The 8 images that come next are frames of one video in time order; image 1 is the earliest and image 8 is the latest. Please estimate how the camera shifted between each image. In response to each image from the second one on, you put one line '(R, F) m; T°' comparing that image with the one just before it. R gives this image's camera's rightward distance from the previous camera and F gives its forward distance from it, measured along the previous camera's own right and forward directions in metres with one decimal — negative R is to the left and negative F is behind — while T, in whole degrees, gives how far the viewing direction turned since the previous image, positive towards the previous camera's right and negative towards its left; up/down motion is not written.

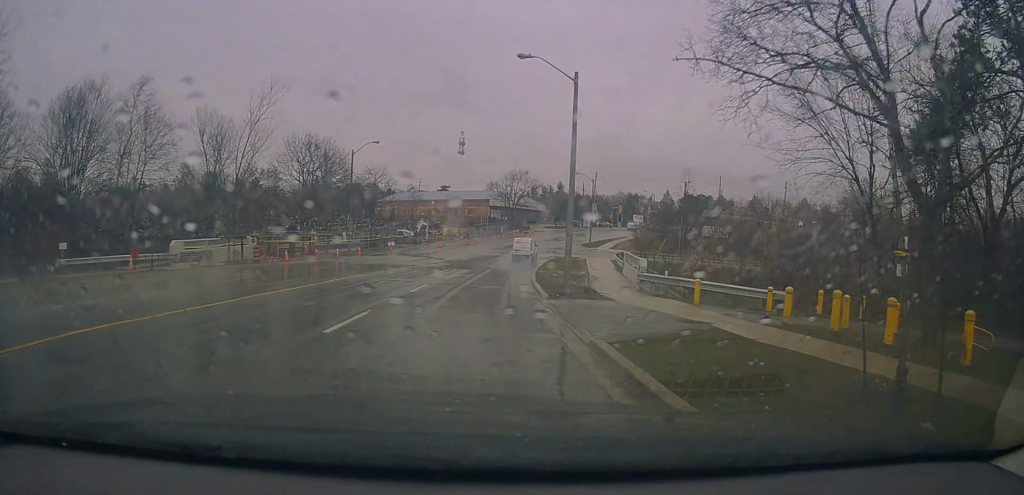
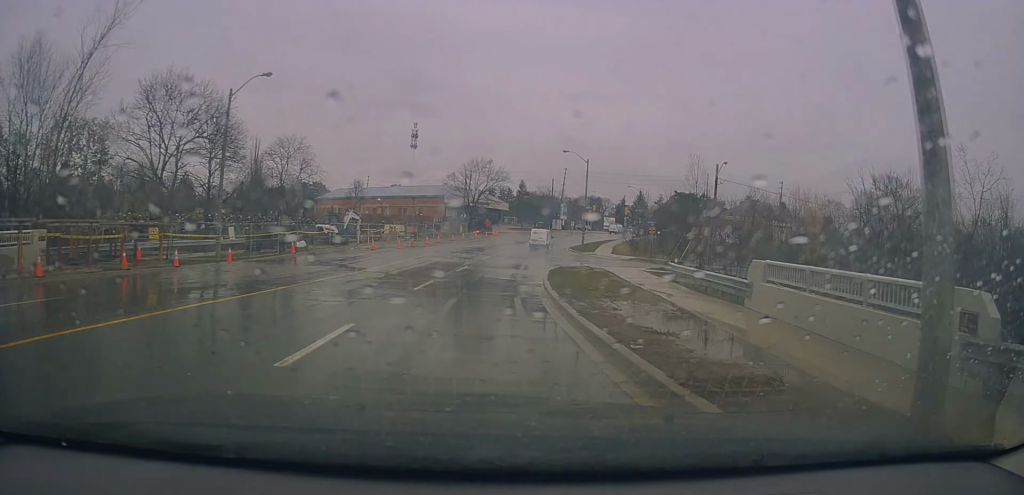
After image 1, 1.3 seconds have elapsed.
(+0.5, +20.3) m; +3°
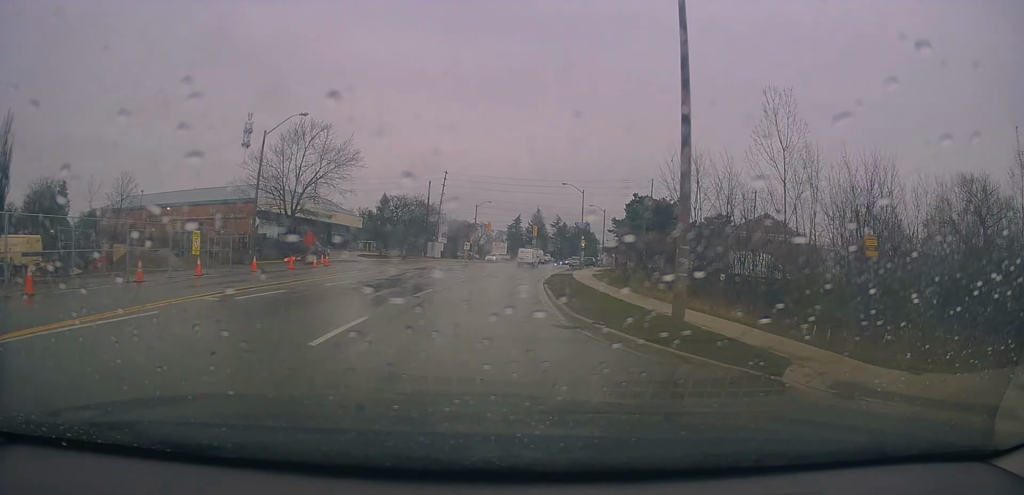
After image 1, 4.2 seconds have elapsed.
(+5.0, +44.1) m; +14°
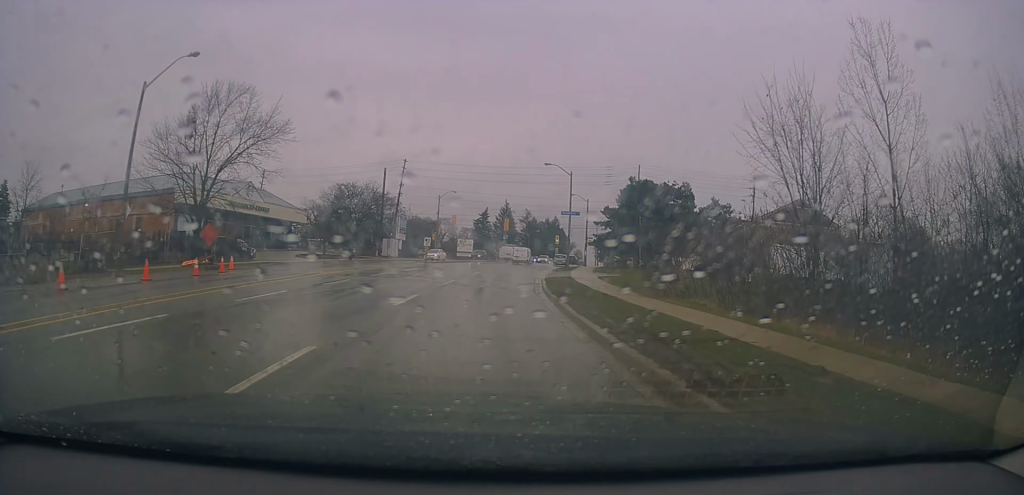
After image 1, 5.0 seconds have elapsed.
(+0.5, +12.4) m; +5°
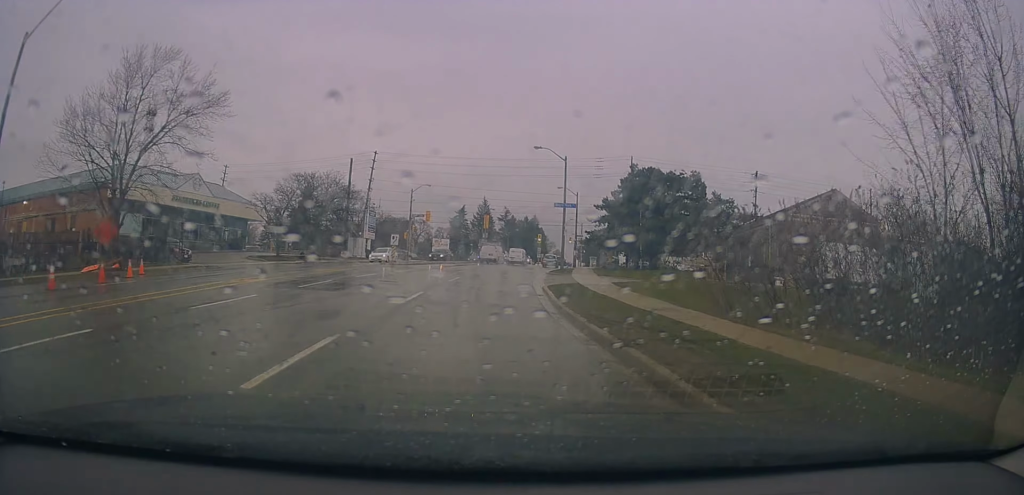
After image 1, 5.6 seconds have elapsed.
(+0.2, +8.2) m; +3°
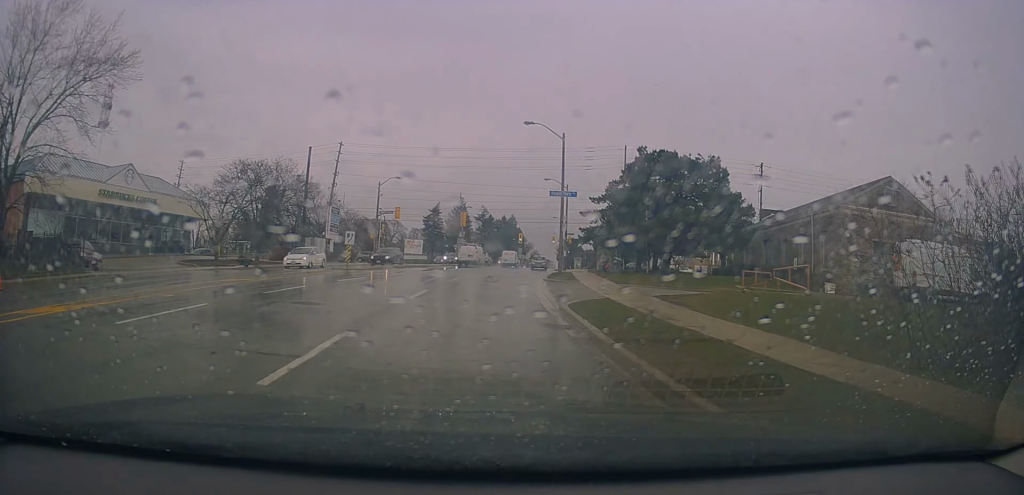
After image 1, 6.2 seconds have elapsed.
(+0.3, +8.7) m; +3°
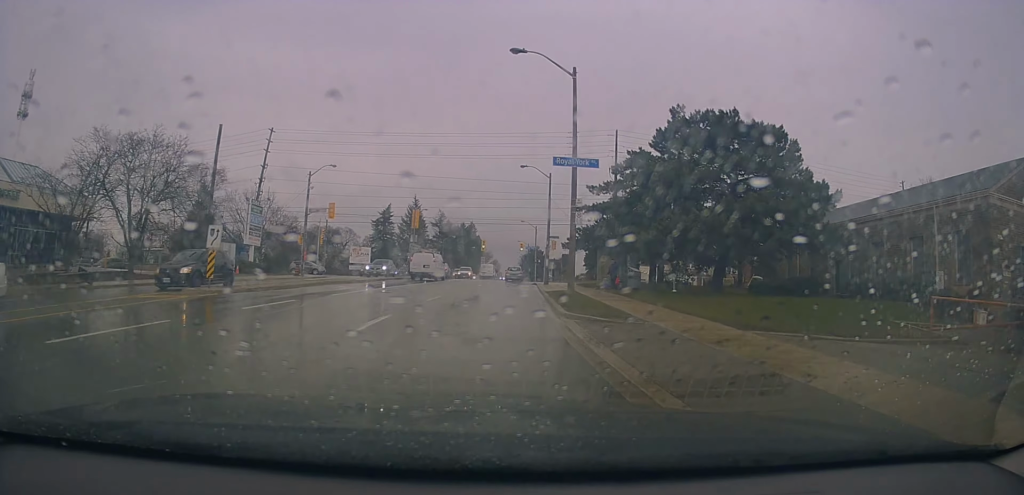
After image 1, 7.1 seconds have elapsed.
(+0.5, +13.7) m; +3°
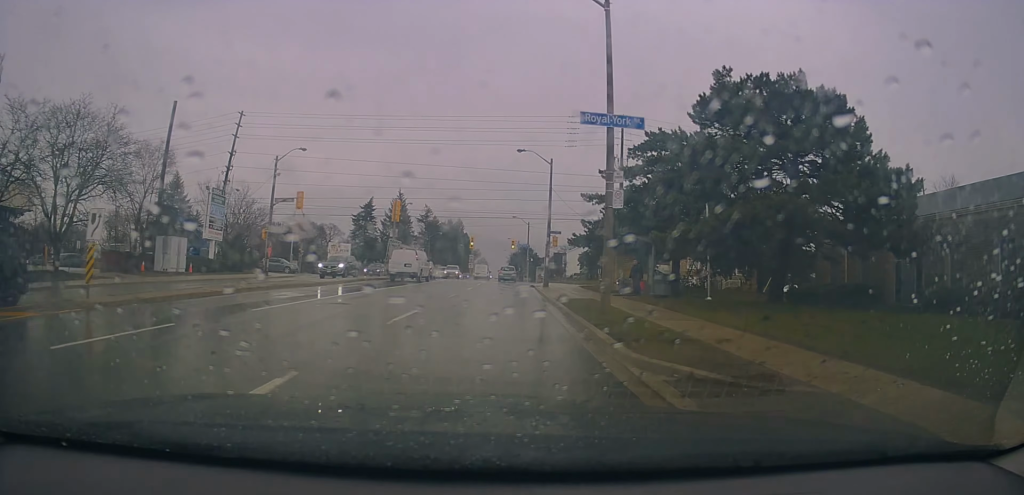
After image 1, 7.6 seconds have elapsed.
(+0.1, +6.4) m; +1°
